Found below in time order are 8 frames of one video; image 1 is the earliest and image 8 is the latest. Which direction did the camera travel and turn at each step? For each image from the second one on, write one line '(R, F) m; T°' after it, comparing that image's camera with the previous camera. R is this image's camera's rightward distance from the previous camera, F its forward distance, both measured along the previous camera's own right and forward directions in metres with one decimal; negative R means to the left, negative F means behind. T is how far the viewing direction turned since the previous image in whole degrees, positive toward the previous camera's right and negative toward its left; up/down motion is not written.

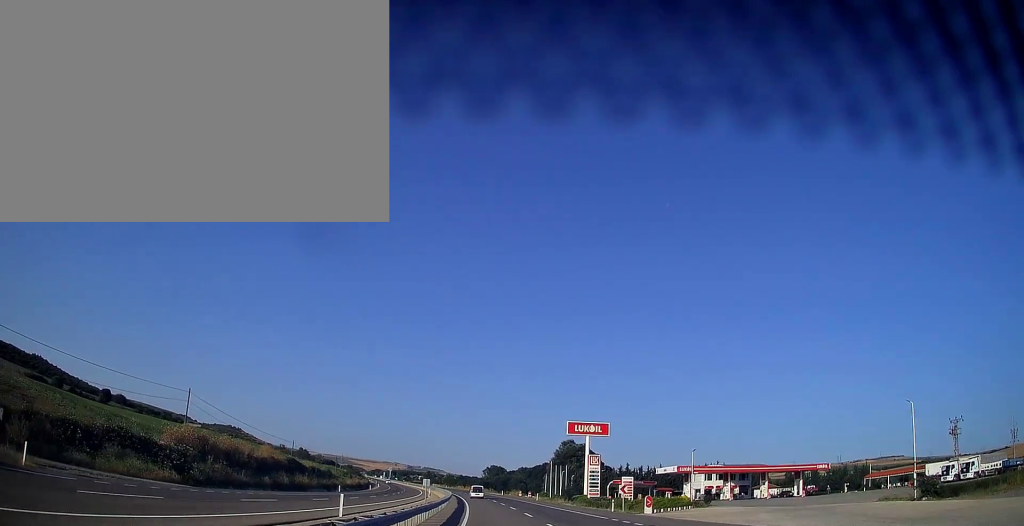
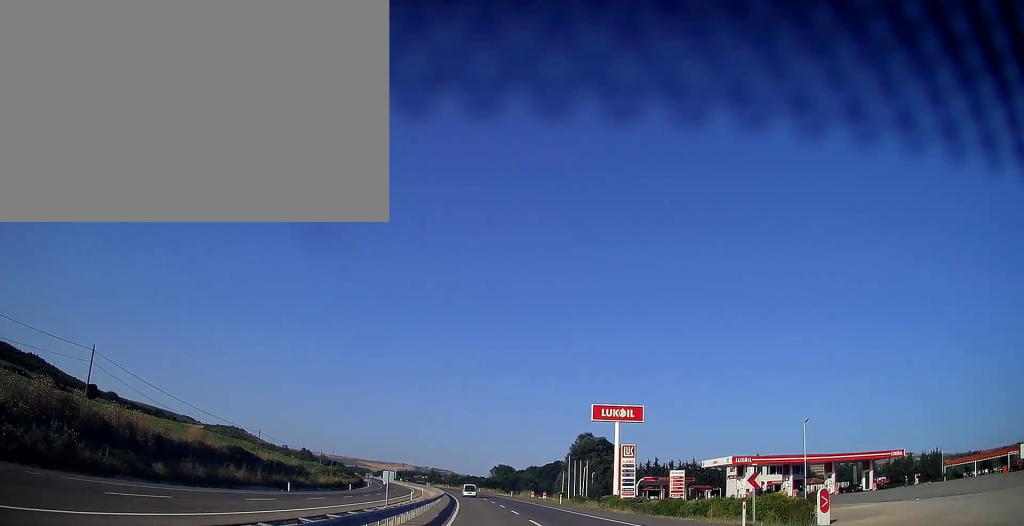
(+0.1, +22.6) m; -1°
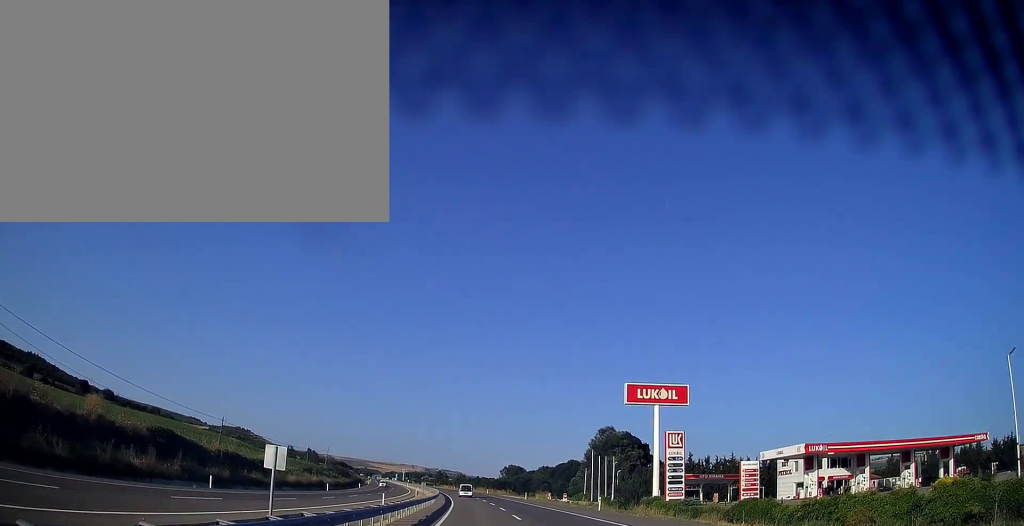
(-0.3, +18.6) m; -1°
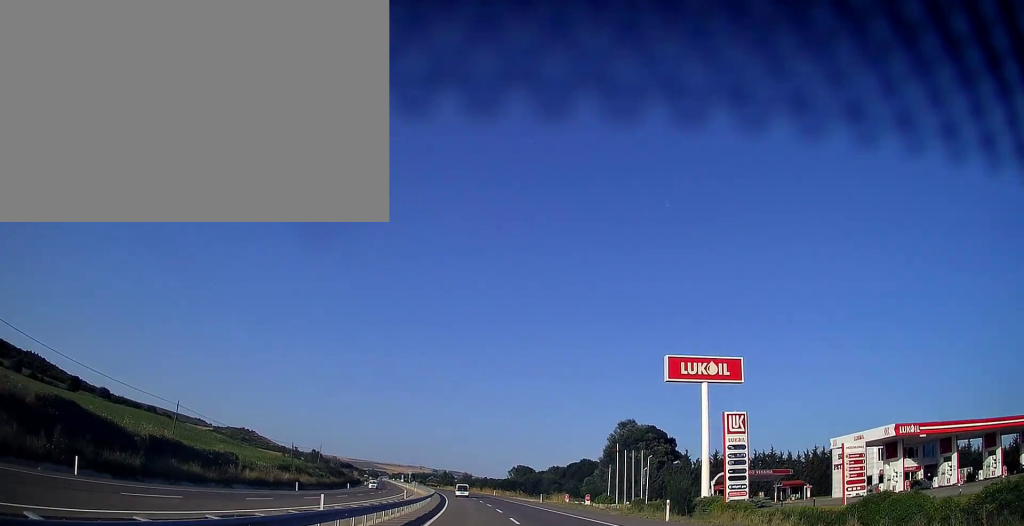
(-0.1, +15.7) m; -1°
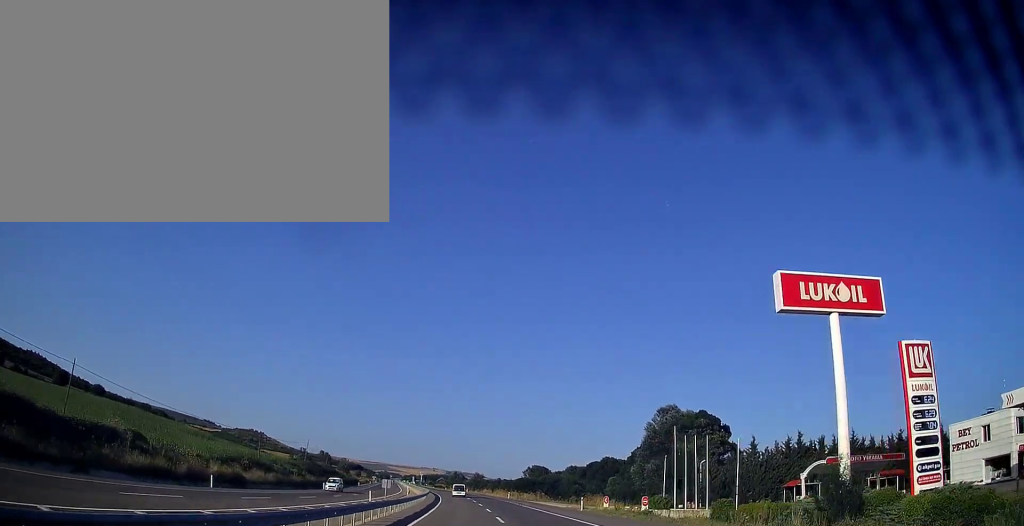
(-0.4, +23.5) m; -1°
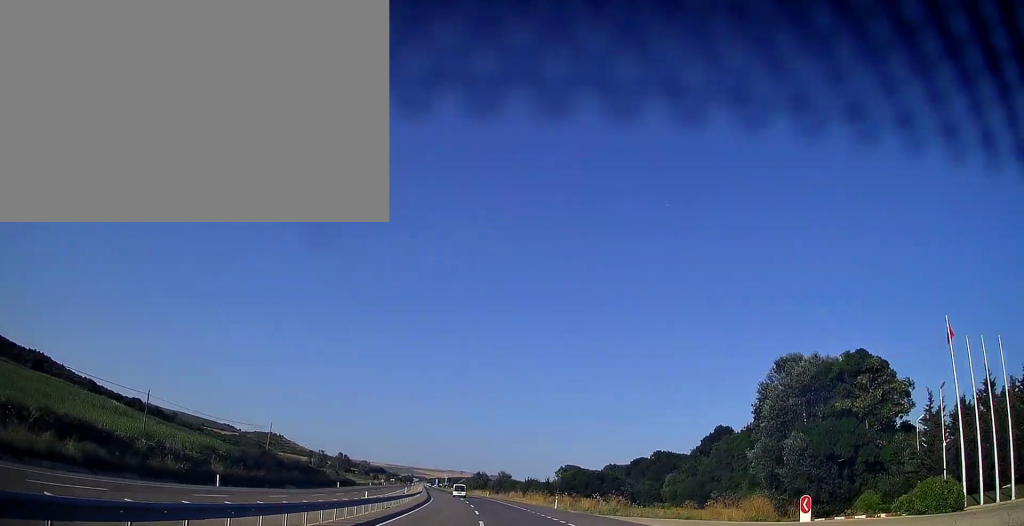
(-0.6, +40.1) m; -2°
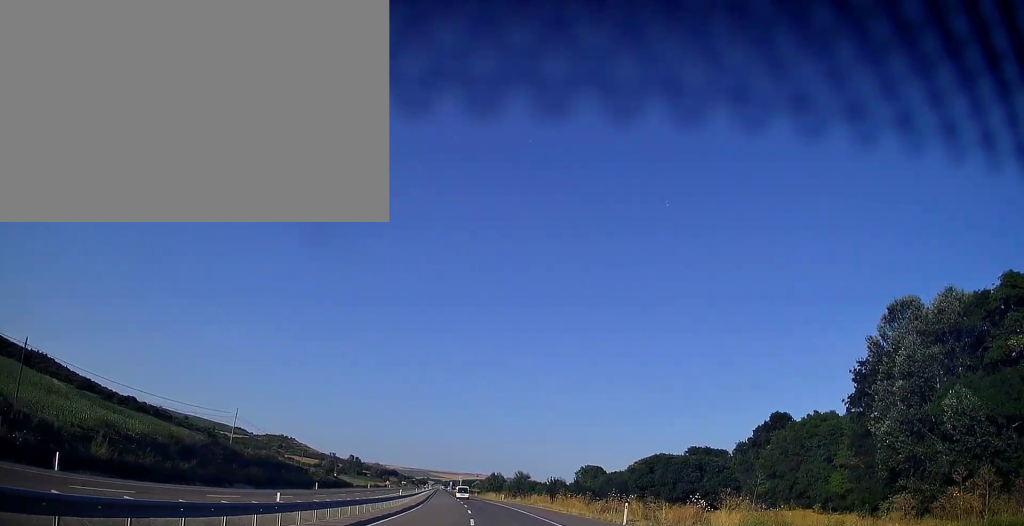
(-0.2, +22.5) m; -1°
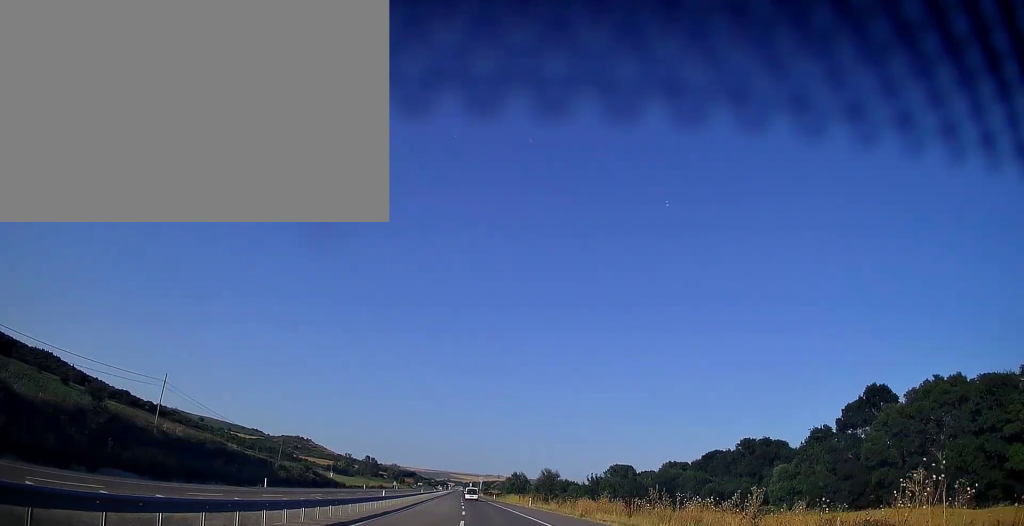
(-0.4, +26.5) m; -2°
